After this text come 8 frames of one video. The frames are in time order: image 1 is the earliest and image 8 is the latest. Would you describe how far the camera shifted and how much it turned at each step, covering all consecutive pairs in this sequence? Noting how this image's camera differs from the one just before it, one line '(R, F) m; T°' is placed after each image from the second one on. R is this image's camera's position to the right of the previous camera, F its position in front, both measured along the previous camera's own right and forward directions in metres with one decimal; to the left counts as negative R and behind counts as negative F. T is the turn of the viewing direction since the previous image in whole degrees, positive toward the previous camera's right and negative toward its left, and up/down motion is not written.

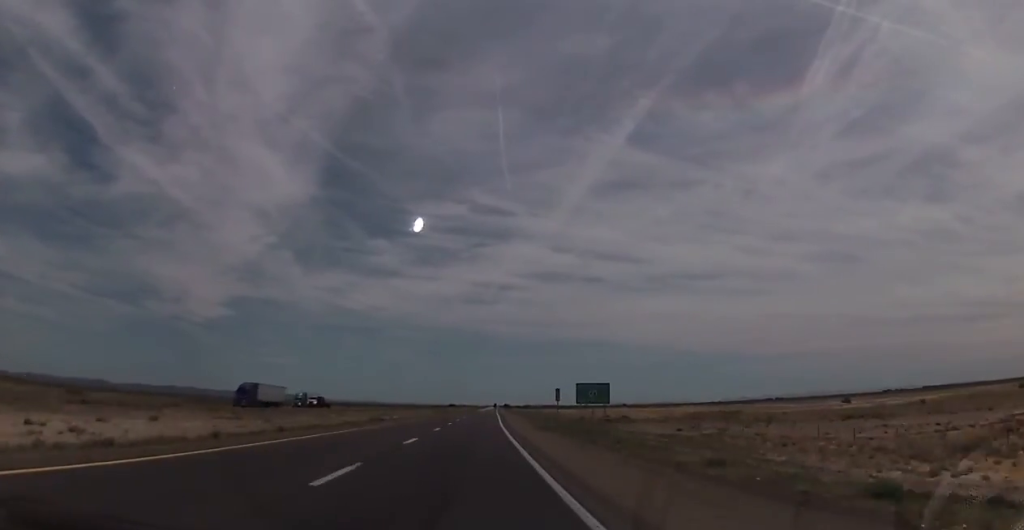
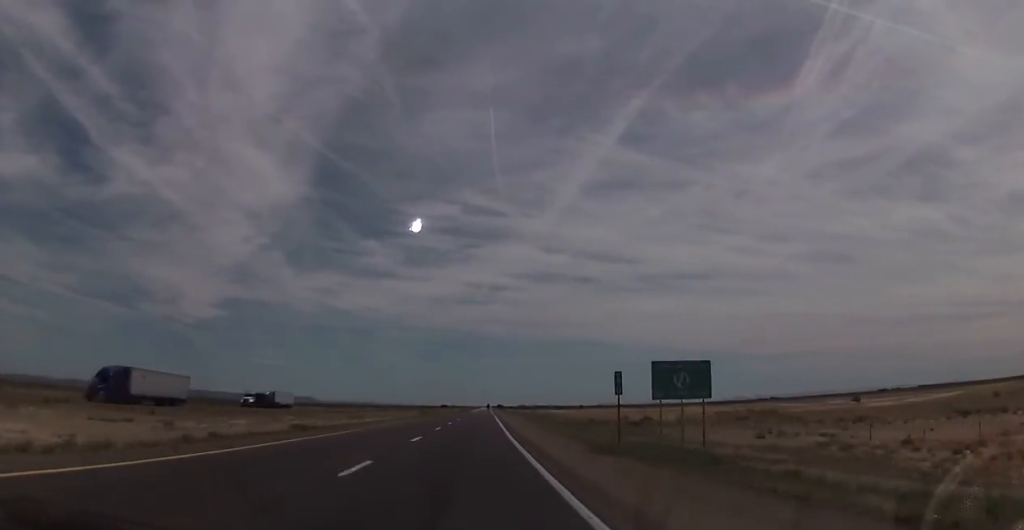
(+0.2, +22.9) m; +1°
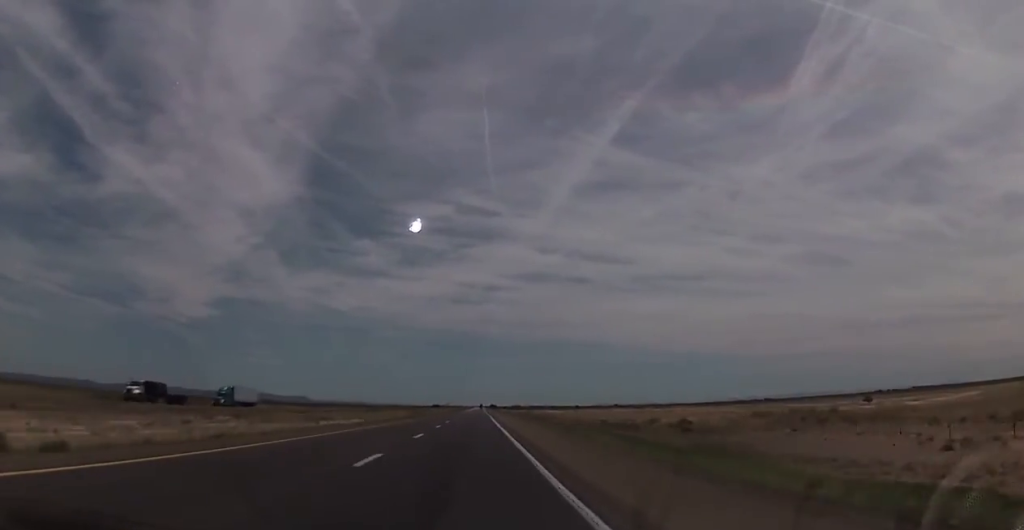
(+0.3, +22.9) m; +1°
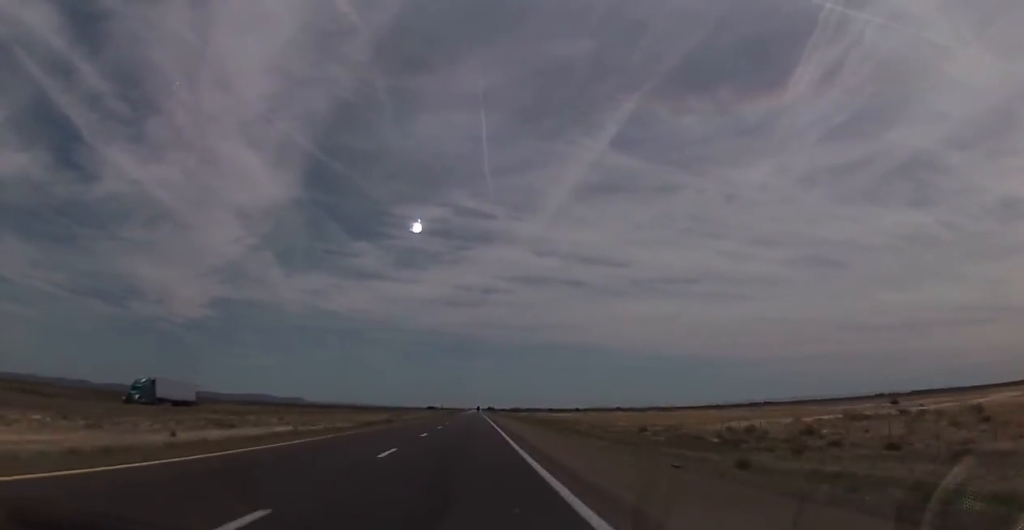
(+0.2, +33.7) m; +1°
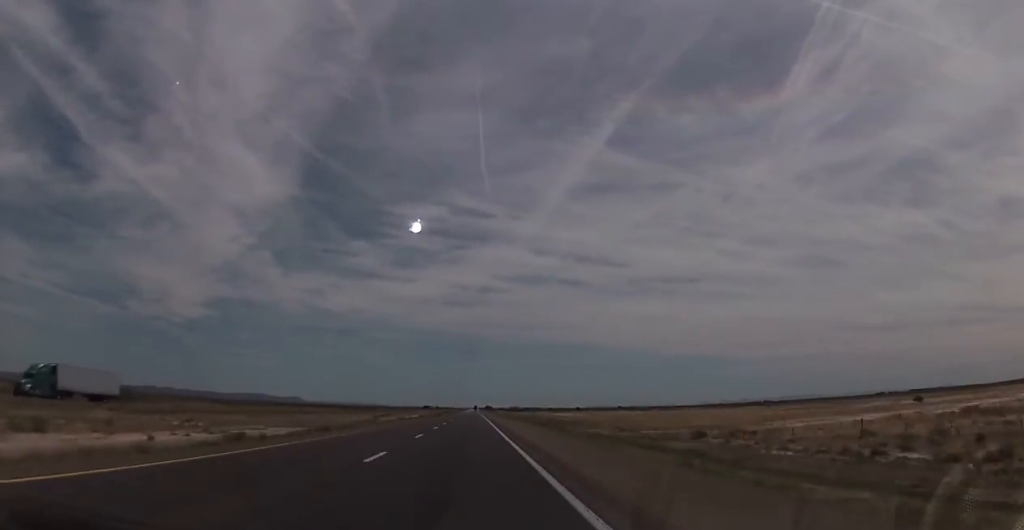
(+0.2, +26.4) m; 0°
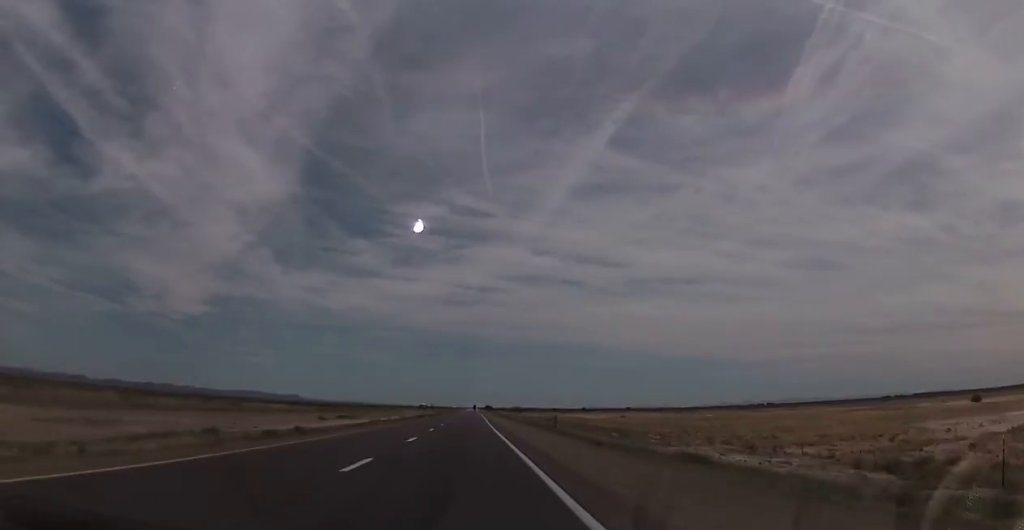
(-0.2, +51.6) m; -1°
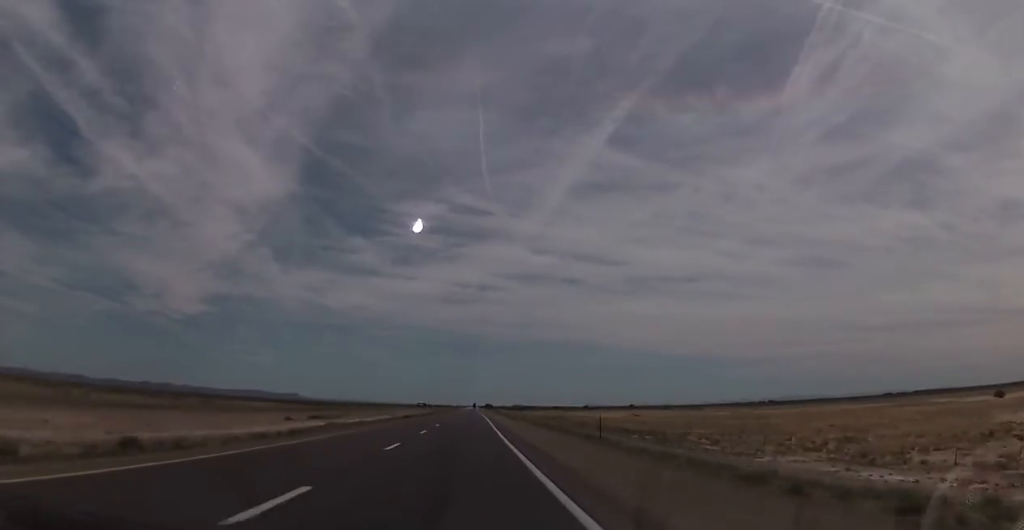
(-0.1, +18.0) m; 0°
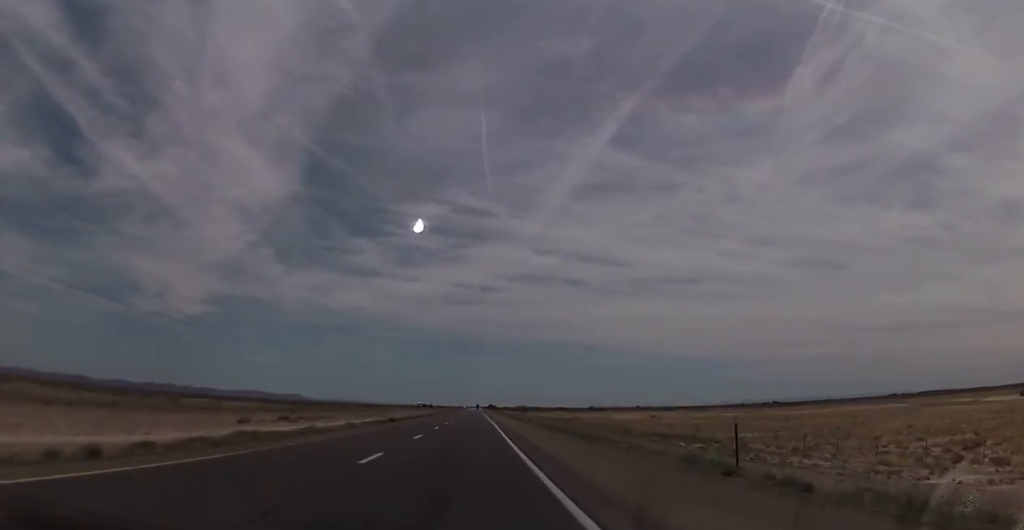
(-0.1, +16.9) m; 0°
